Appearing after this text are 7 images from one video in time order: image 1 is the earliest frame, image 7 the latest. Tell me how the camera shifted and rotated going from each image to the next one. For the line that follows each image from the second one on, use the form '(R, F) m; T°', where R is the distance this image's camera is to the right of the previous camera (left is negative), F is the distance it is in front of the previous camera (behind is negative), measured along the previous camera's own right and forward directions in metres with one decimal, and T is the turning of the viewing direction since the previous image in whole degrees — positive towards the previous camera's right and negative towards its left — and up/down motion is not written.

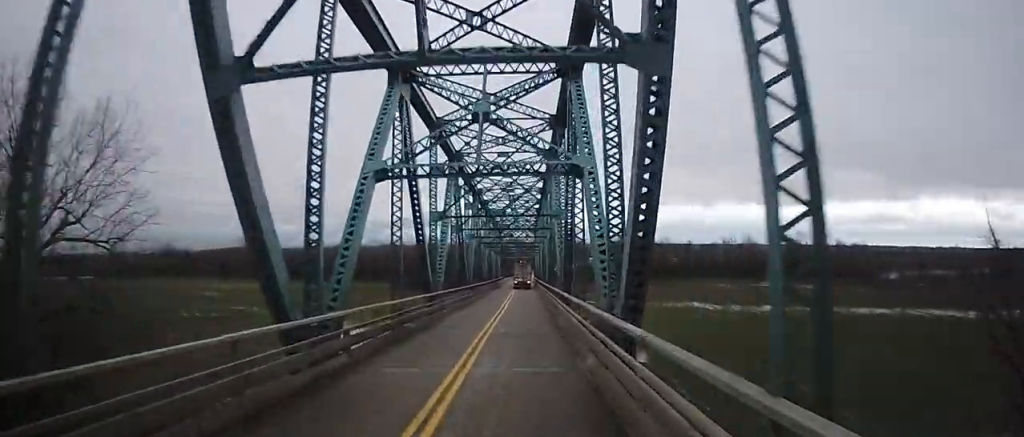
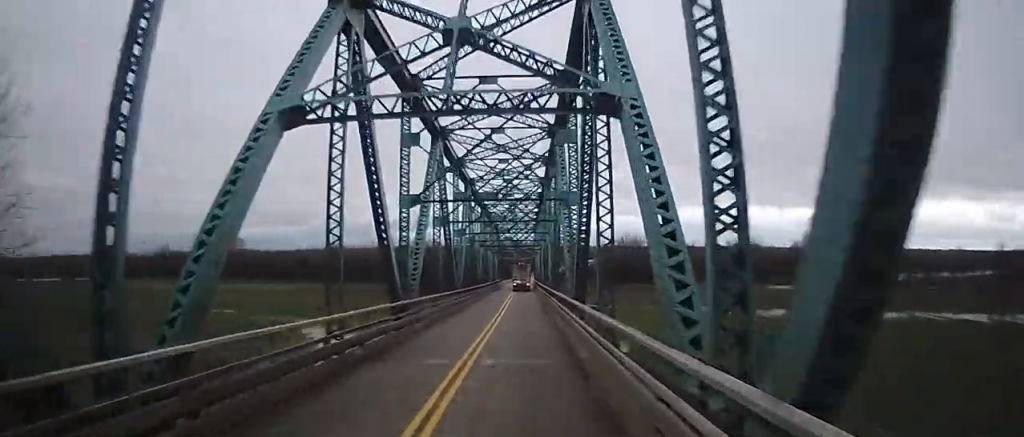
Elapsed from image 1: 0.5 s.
(0.0, +8.1) m; 0°
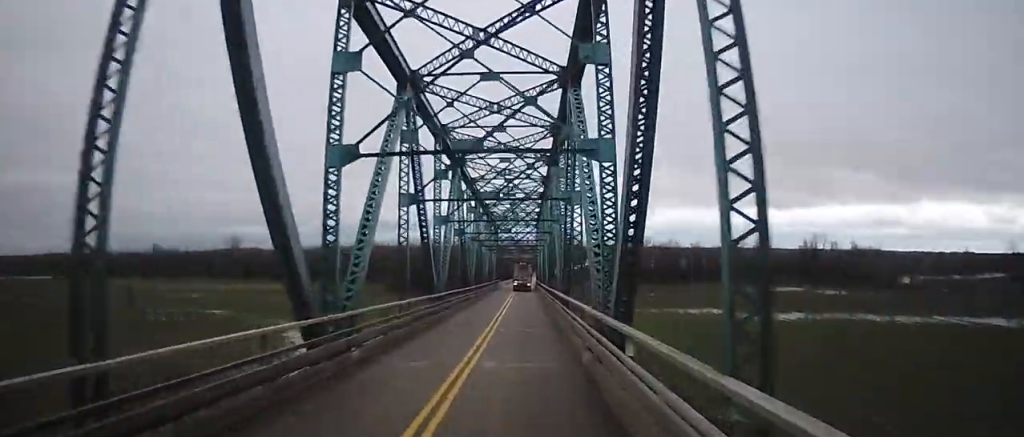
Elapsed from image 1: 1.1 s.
(+0.1, +10.2) m; 0°
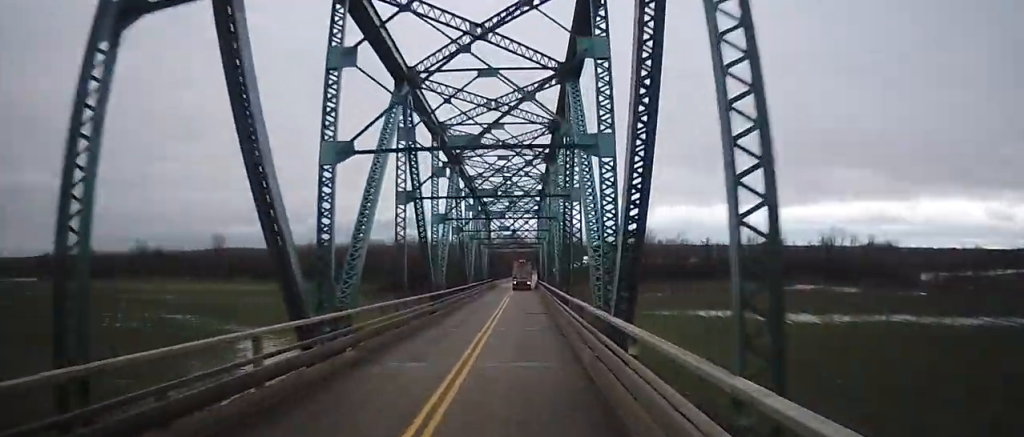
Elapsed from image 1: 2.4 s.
(+0.1, +19.8) m; 0°
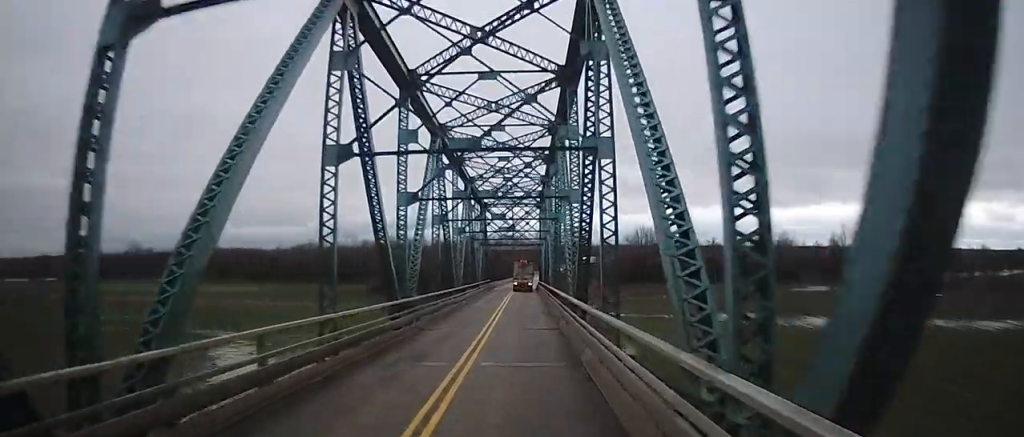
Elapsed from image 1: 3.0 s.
(0.0, +9.5) m; 0°
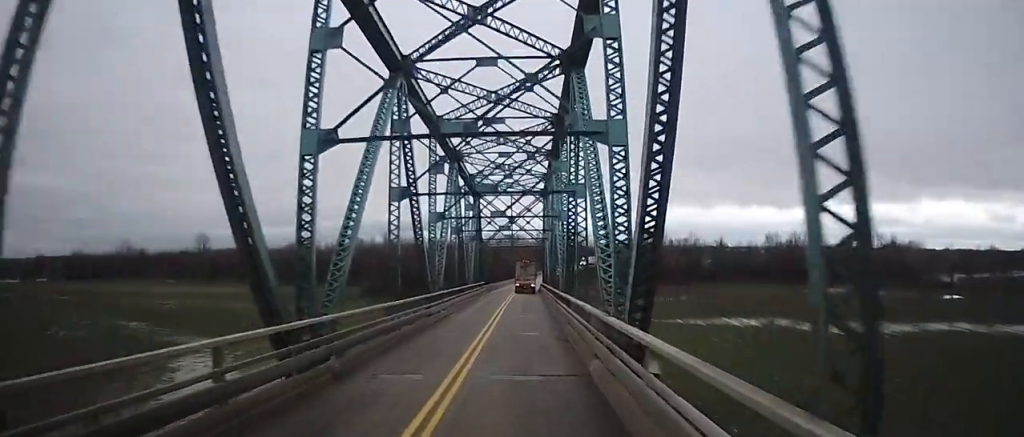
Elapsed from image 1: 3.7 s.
(0.0, +11.6) m; 0°
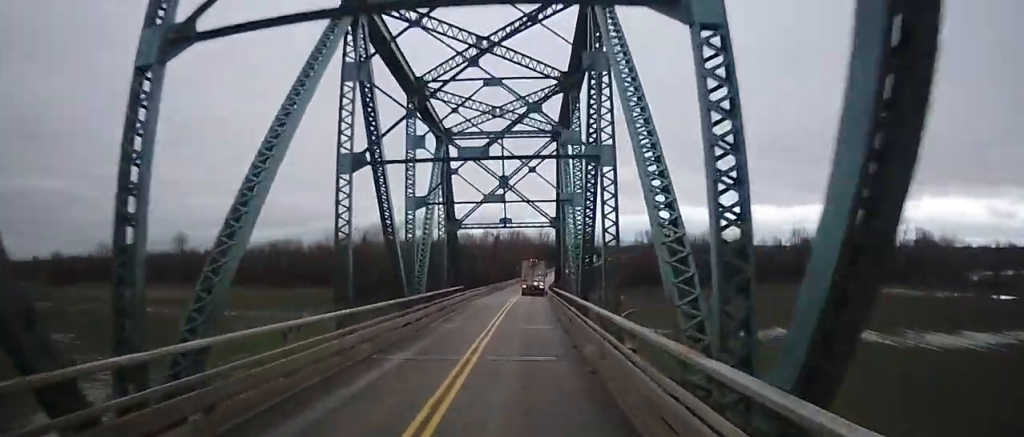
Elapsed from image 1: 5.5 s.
(0.0, +28.6) m; 0°
